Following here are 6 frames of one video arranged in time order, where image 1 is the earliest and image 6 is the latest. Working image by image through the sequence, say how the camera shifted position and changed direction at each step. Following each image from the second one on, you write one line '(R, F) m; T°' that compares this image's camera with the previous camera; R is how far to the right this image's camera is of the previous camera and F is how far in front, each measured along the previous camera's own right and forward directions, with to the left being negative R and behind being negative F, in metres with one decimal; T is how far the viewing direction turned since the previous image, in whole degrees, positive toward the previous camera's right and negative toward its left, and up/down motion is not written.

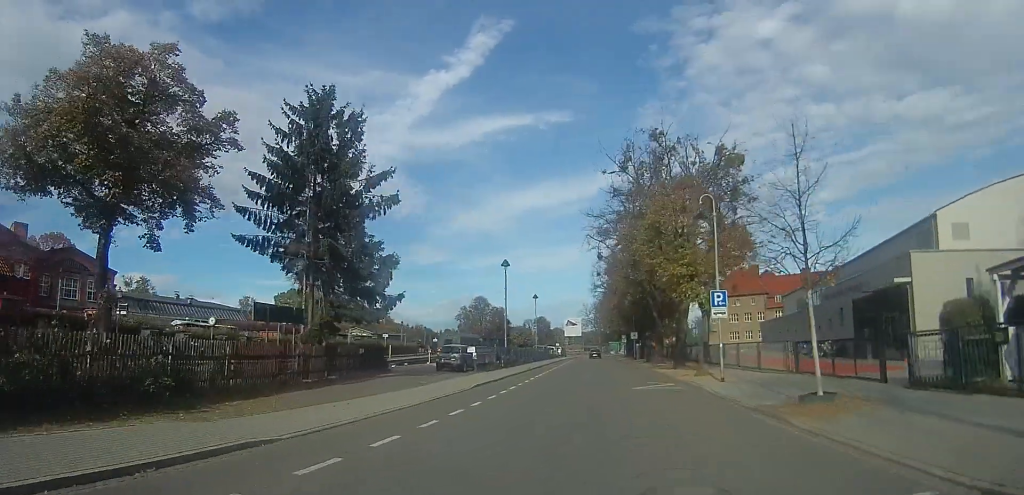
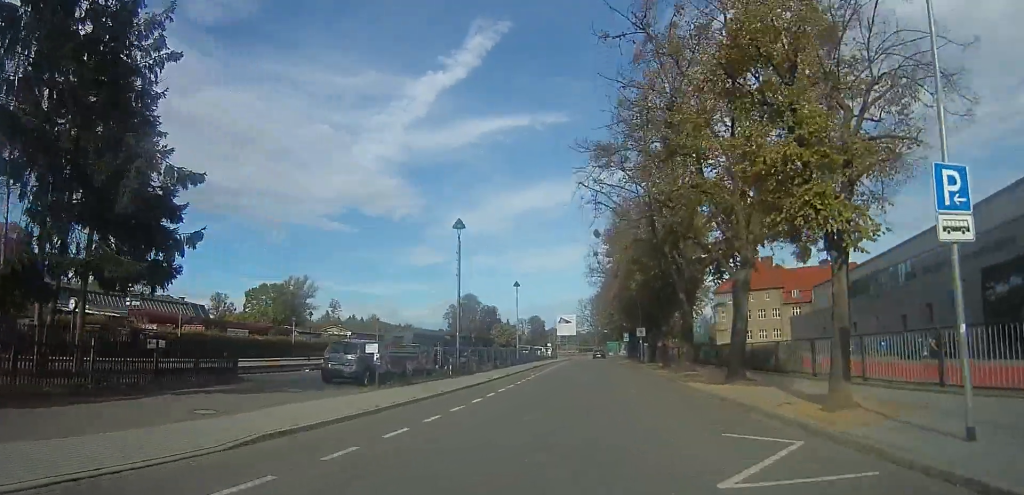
(+0.5, +12.8) m; +3°
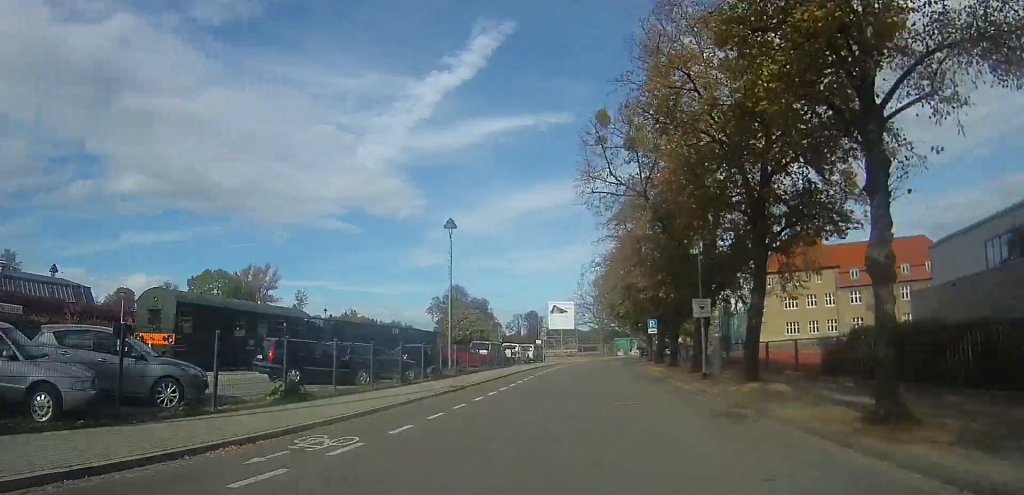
(-0.3, +25.1) m; -2°
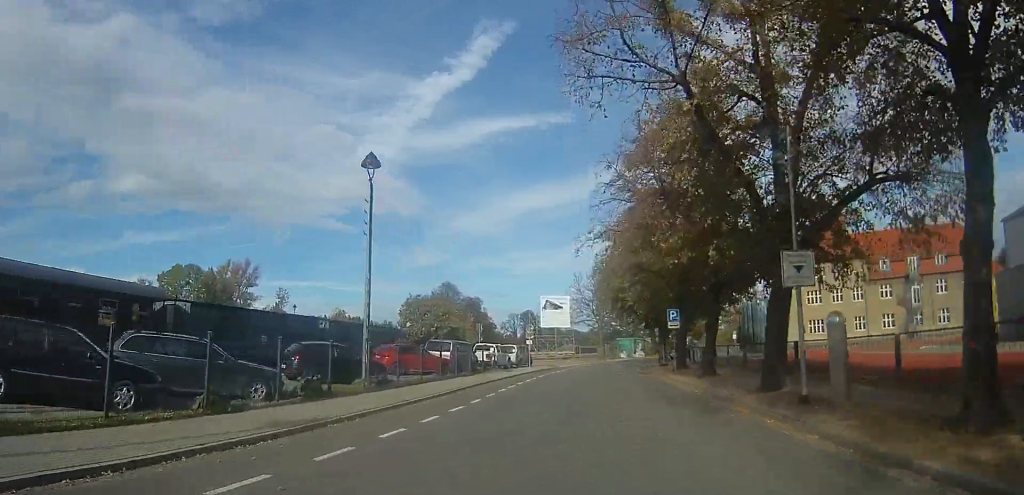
(0.0, +10.4) m; 0°
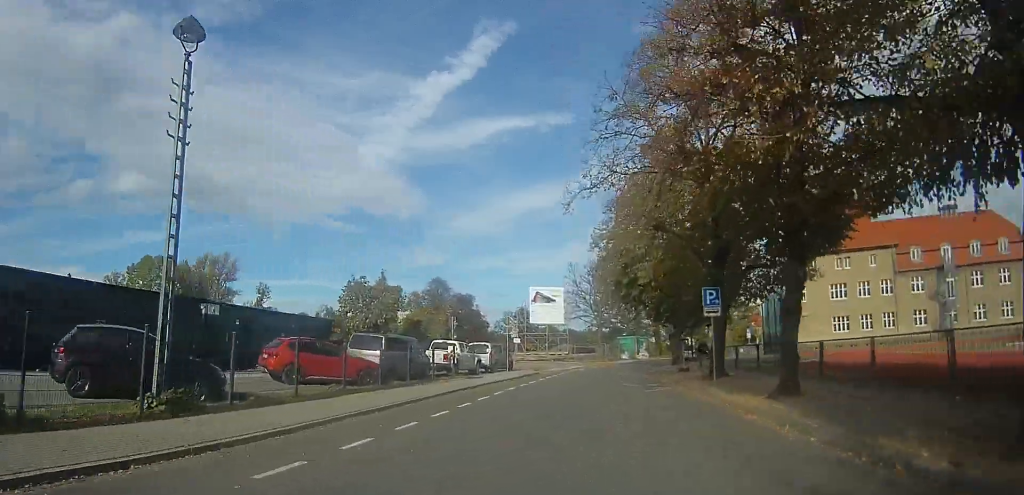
(0.0, +9.3) m; 0°
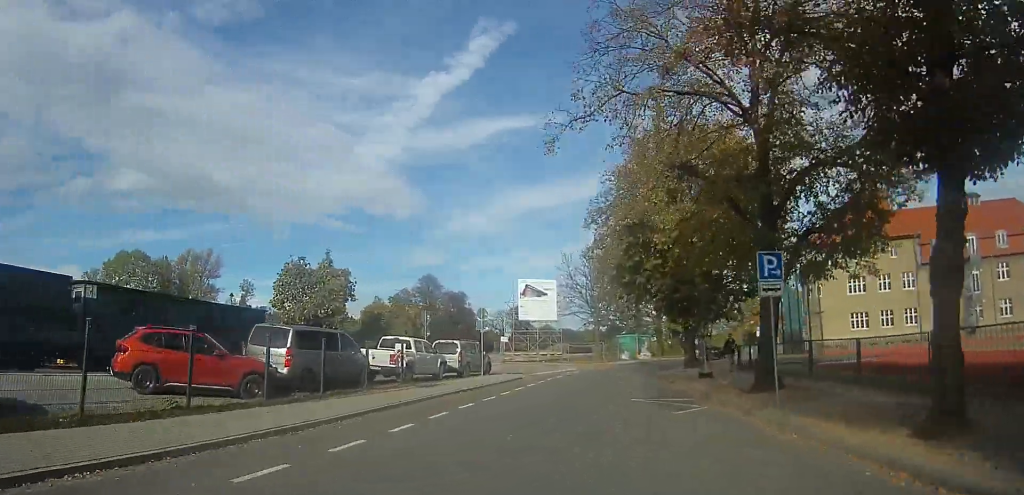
(0.0, +6.3) m; +1°
